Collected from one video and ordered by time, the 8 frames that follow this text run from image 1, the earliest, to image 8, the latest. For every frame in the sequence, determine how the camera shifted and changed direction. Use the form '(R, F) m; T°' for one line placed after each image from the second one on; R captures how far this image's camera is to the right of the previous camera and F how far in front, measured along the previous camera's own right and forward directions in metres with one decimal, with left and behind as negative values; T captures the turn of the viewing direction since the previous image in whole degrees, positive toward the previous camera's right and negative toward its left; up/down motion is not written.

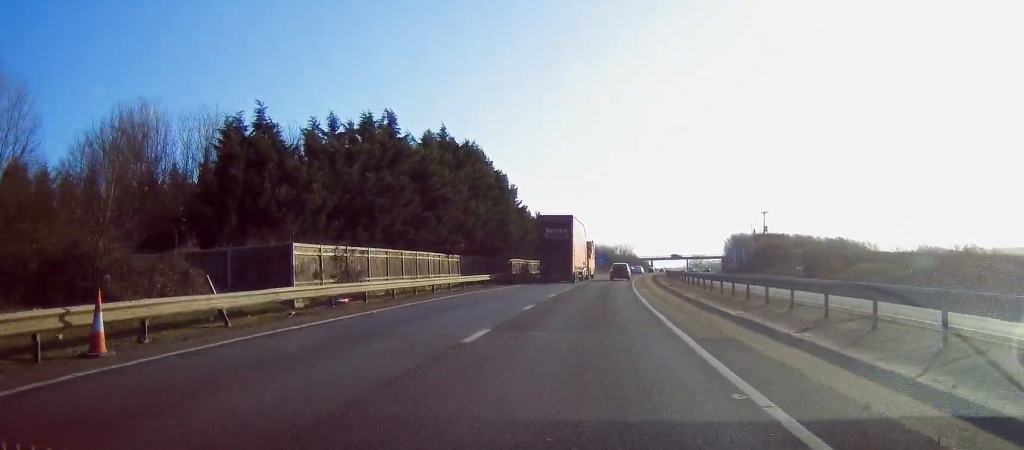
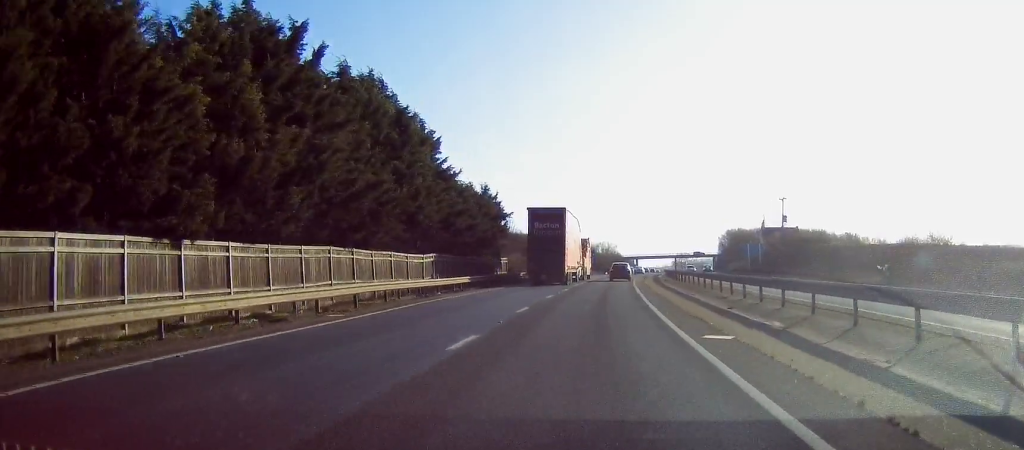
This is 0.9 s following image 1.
(+0.1, +27.8) m; +2°
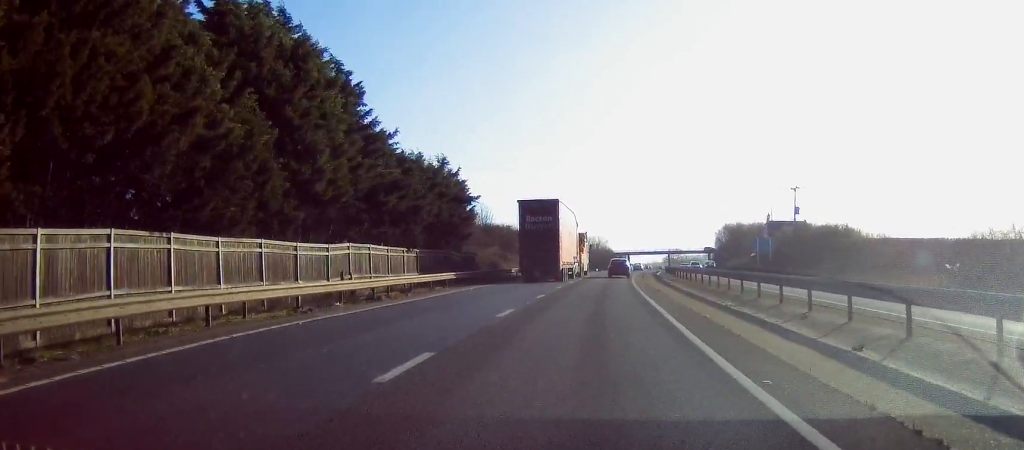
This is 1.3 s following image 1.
(+0.2, +12.1) m; +1°
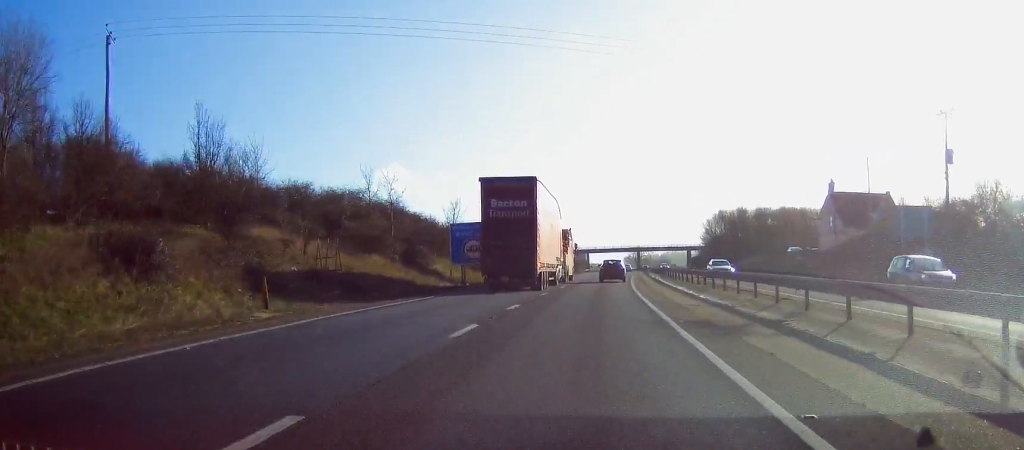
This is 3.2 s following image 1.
(+1.6, +56.6) m; +2°
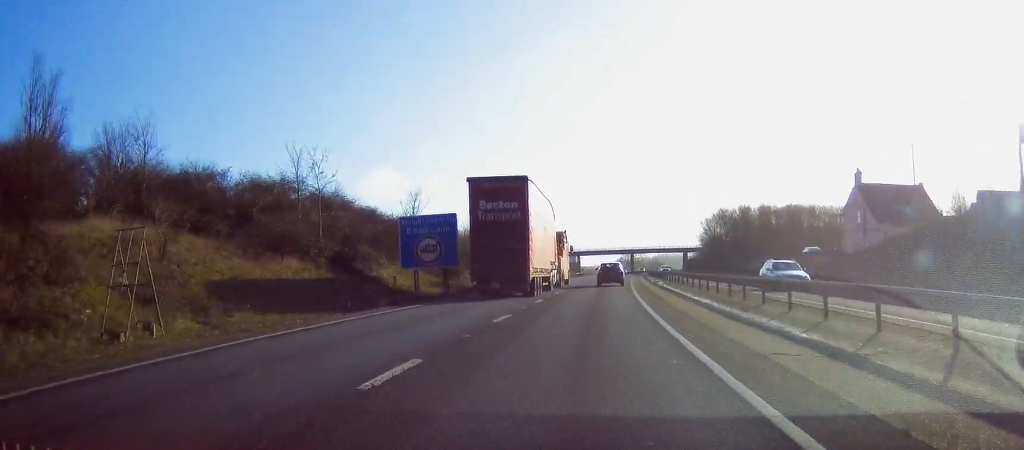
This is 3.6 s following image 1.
(0.0, +11.3) m; 0°
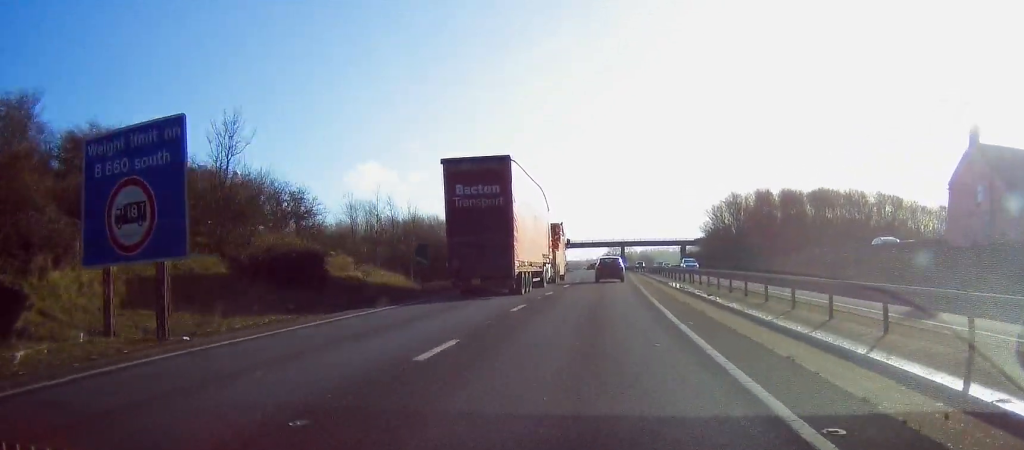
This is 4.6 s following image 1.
(0.0, +25.8) m; +2°
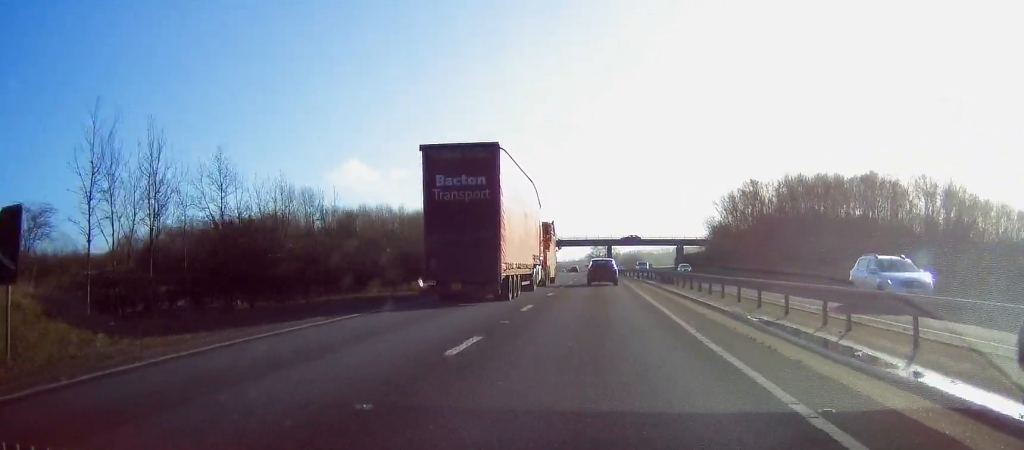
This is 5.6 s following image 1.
(+0.8, +27.0) m; +2°
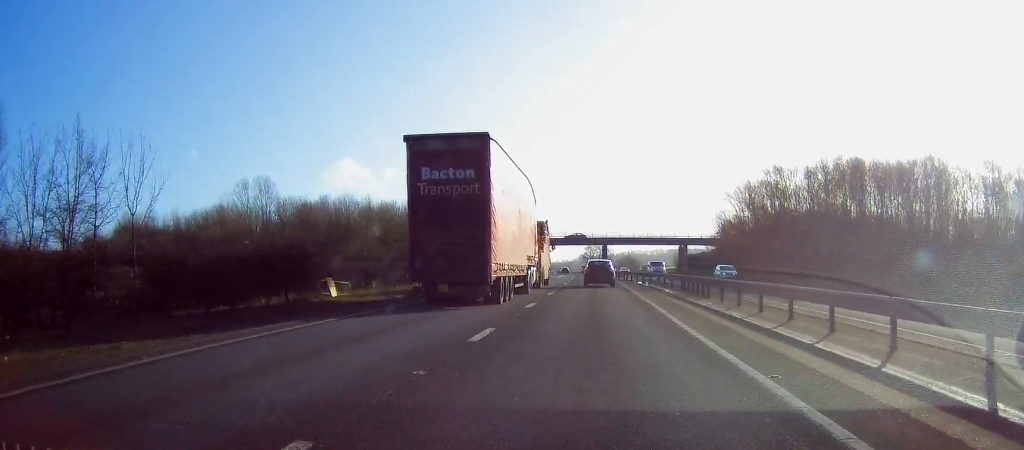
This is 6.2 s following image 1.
(+0.2, +17.0) m; 0°
